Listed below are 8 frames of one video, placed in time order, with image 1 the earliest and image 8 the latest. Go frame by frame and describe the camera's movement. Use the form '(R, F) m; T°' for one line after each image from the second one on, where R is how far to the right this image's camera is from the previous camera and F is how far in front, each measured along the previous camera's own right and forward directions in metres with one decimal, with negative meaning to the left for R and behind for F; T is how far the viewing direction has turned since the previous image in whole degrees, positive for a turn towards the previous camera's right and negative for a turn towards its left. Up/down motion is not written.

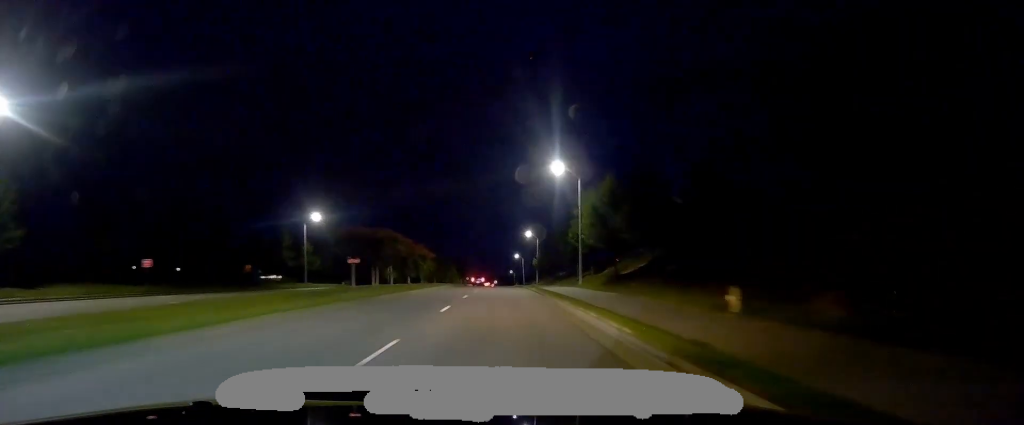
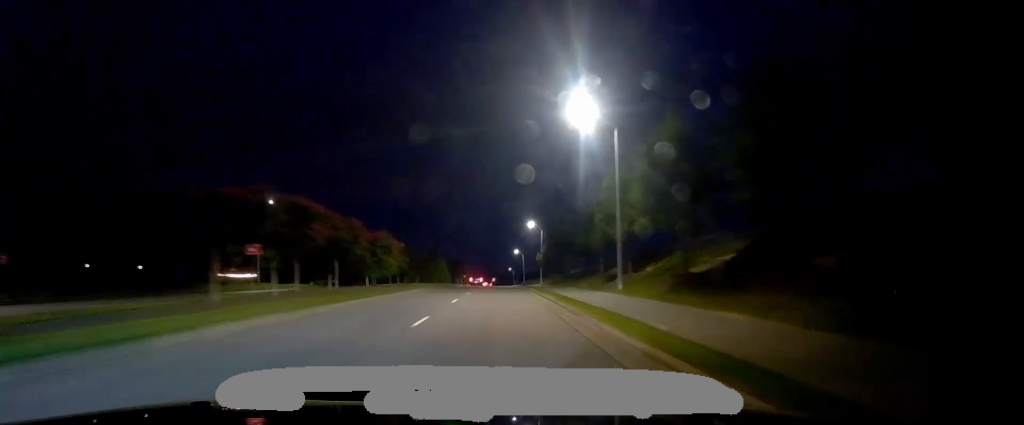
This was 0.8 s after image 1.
(0.0, +17.8) m; +1°
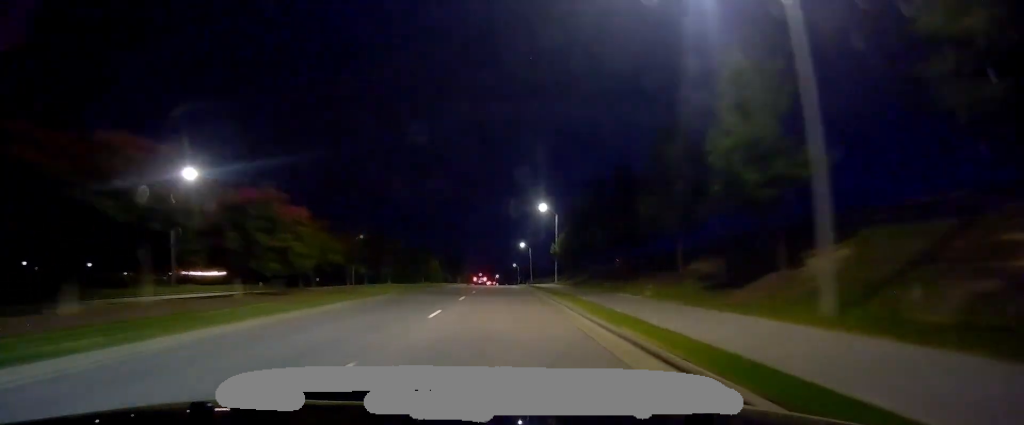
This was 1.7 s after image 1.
(+0.2, +21.9) m; 0°
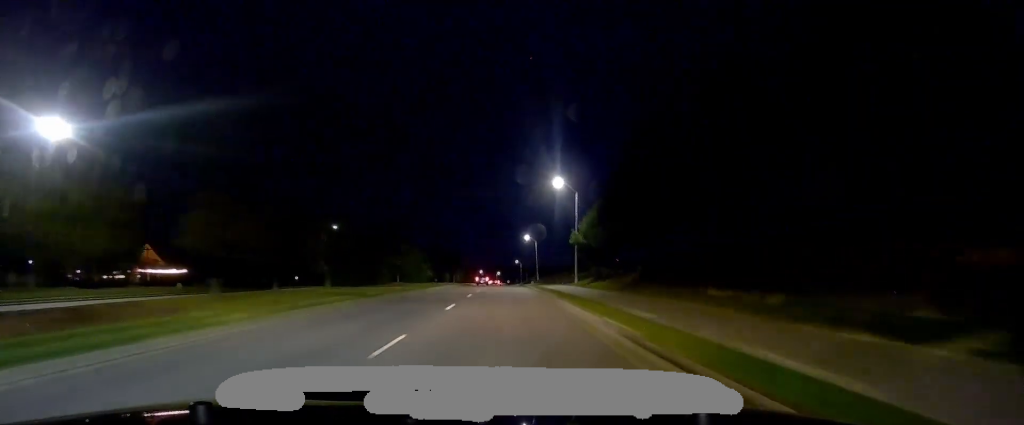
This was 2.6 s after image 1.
(-0.1, +20.6) m; 0°
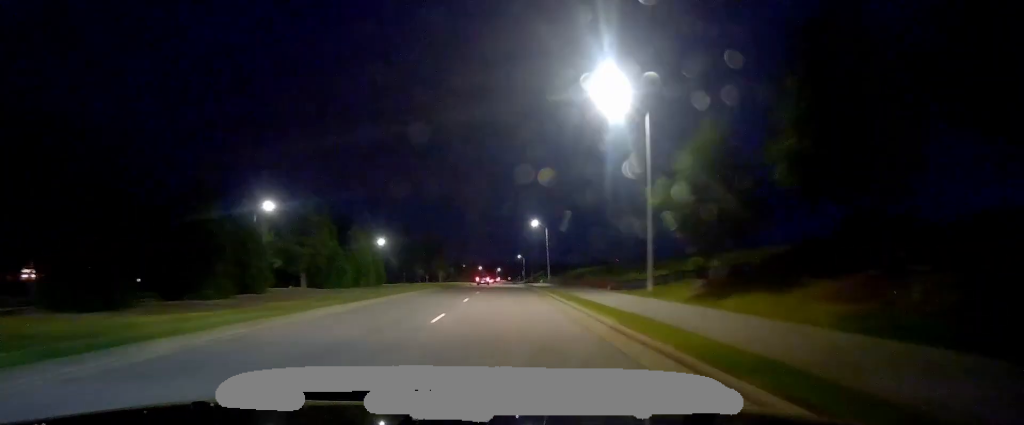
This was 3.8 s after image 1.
(+0.1, +30.0) m; 0°
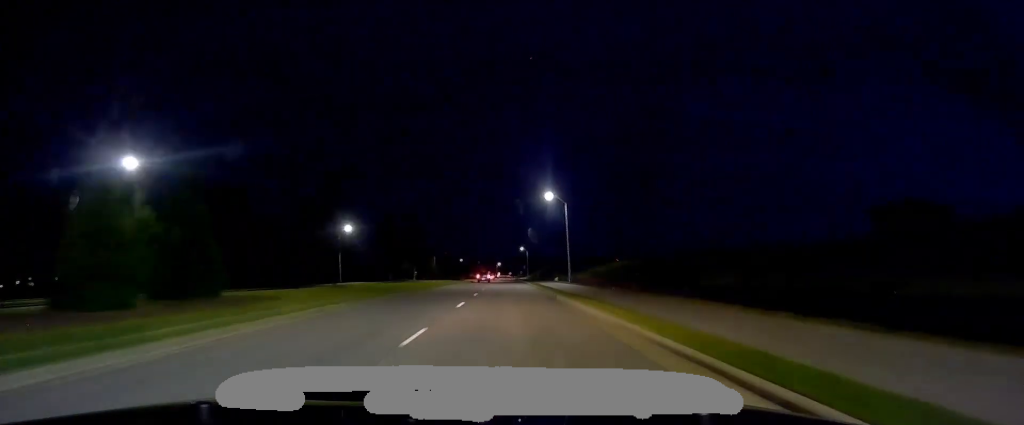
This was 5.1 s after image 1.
(-0.3, +29.9) m; -2°
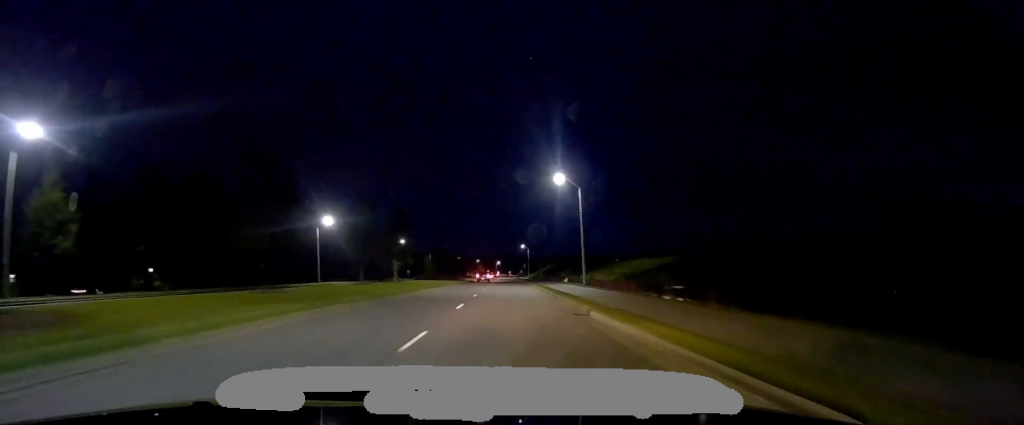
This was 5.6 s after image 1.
(-0.1, +12.6) m; 0°
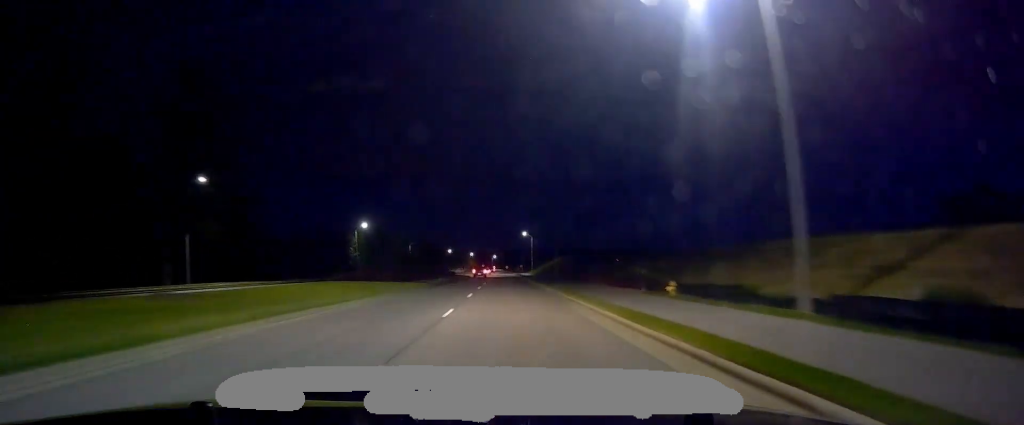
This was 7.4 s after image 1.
(+1.0, +43.0) m; +2°
